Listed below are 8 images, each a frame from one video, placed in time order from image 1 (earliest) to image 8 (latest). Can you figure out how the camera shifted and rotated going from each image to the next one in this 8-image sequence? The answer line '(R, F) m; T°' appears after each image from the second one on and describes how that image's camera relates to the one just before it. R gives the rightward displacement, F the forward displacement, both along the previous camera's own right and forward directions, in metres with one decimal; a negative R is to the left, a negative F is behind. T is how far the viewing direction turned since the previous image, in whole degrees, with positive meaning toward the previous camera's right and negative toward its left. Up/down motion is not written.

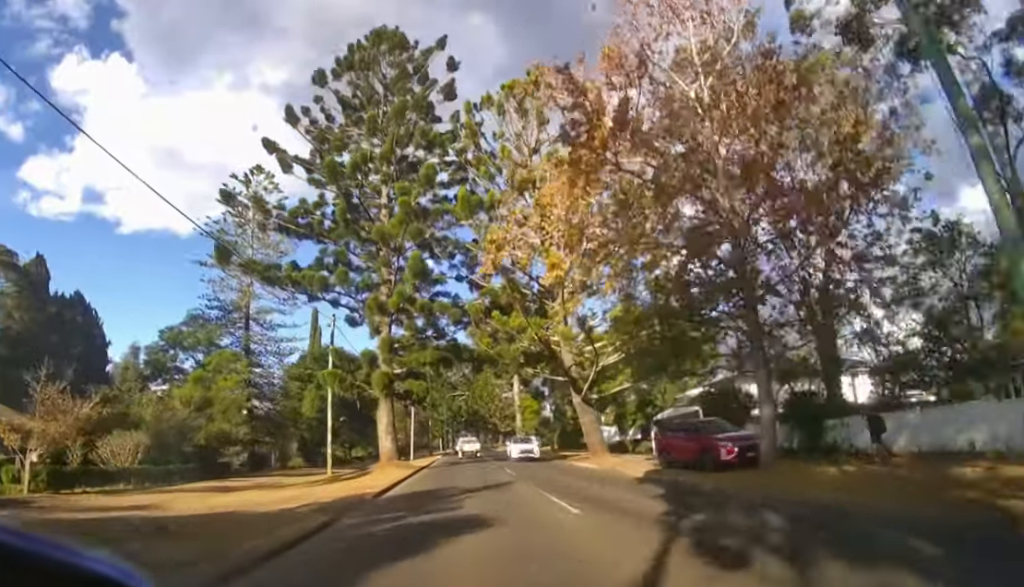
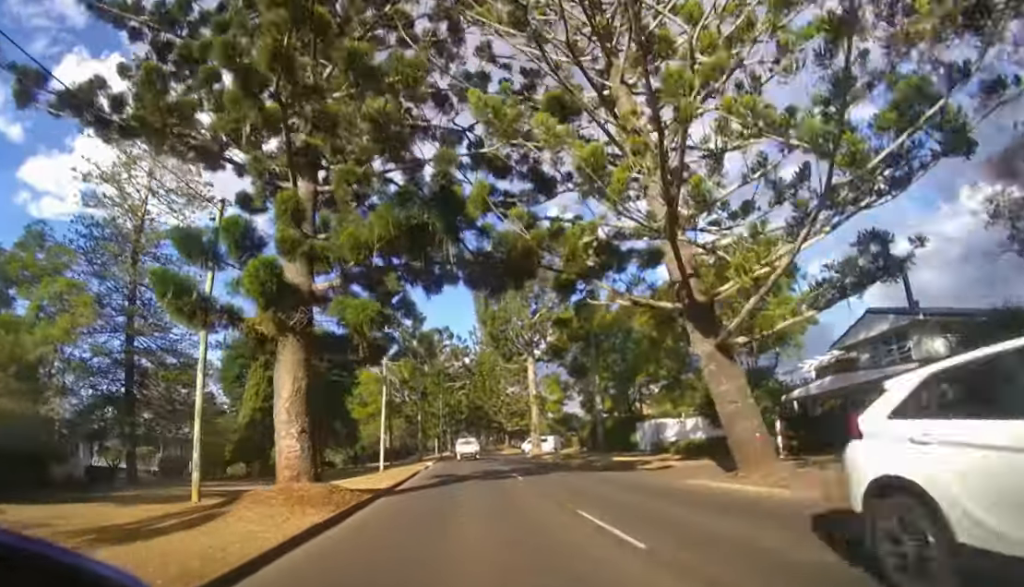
(-0.1, +14.5) m; 0°
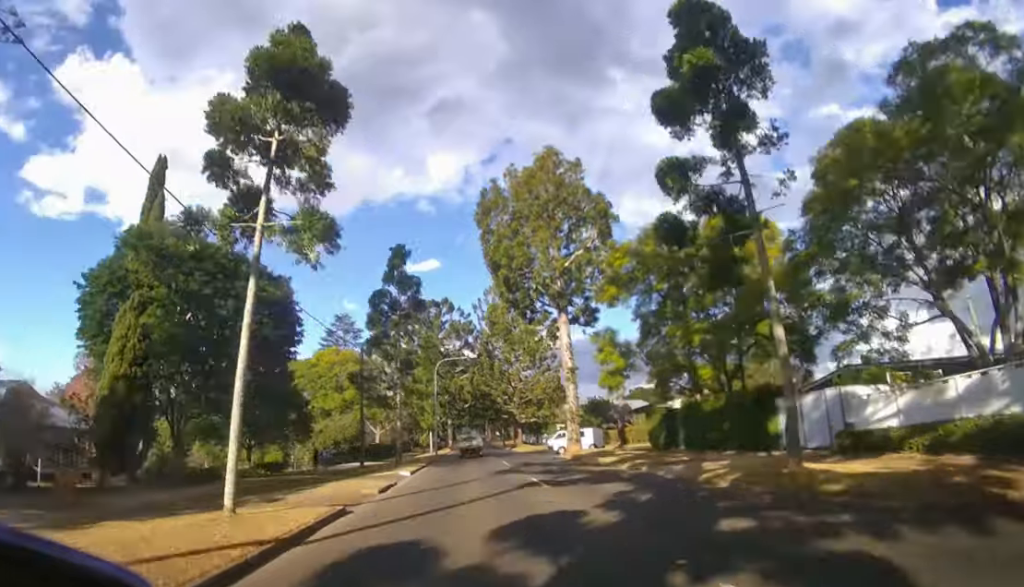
(0.0, +16.8) m; 0°
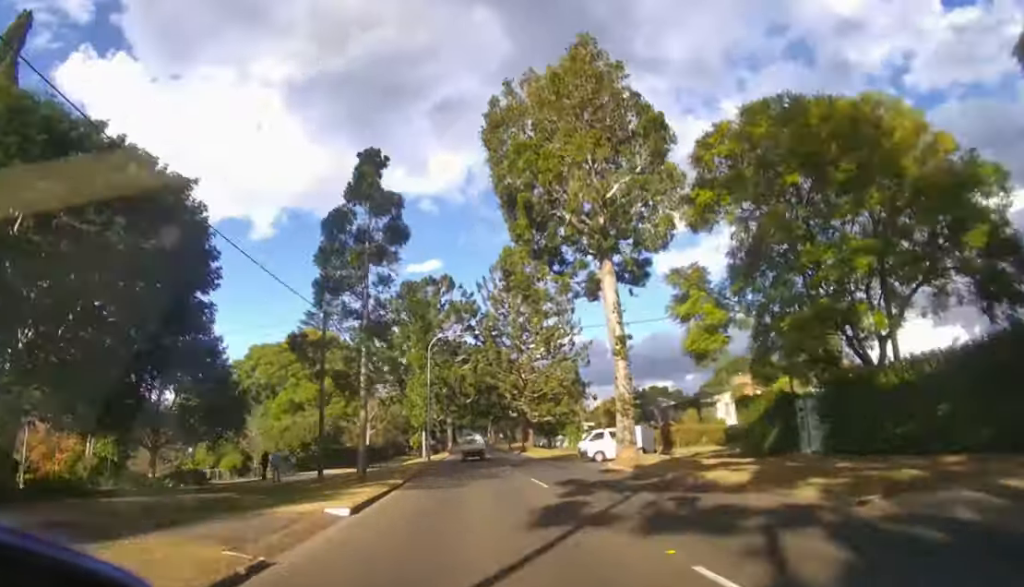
(0.0, +12.1) m; 0°
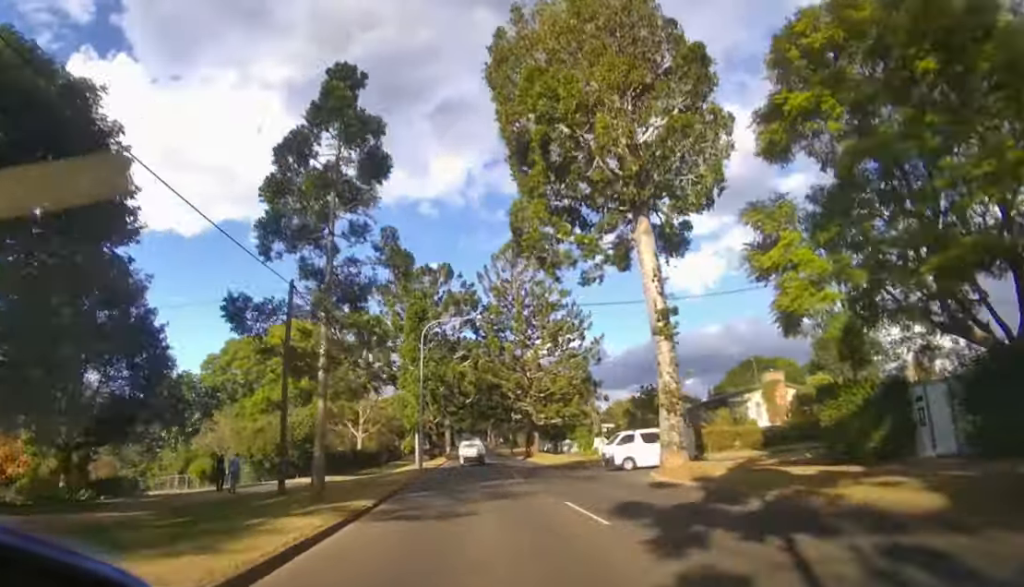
(0.0, +5.9) m; 0°
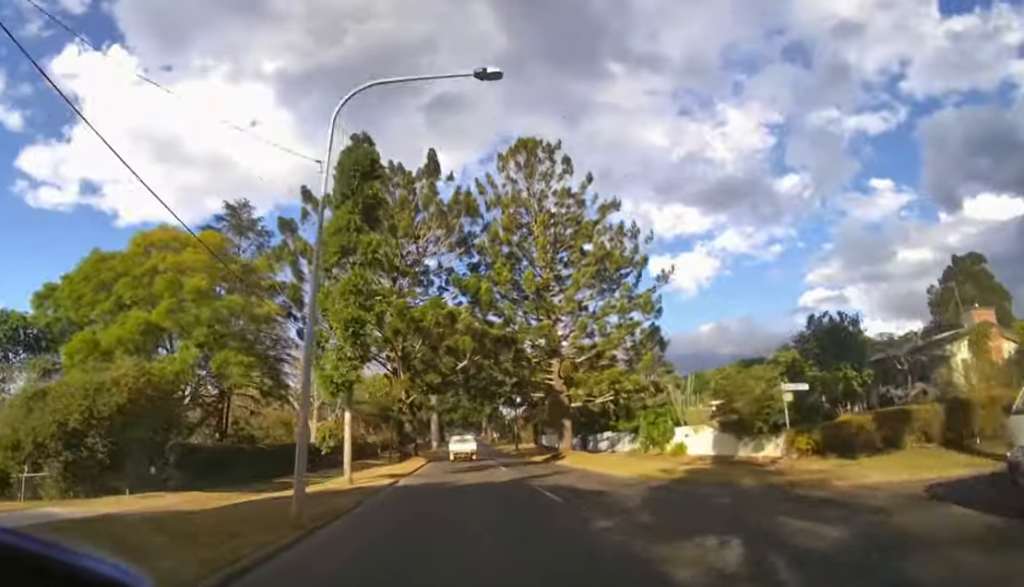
(+0.3, +22.6) m; +1°
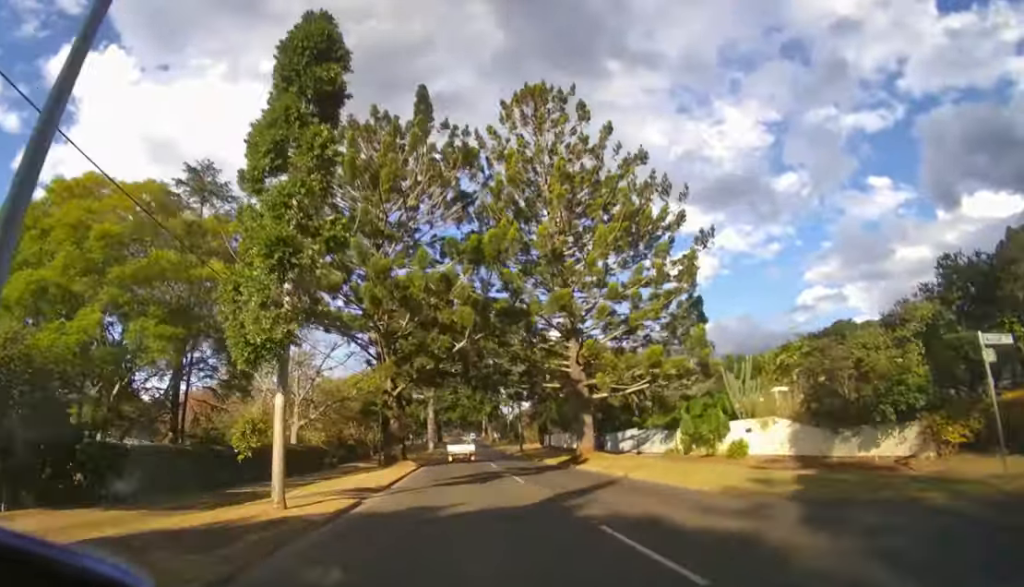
(0.0, +7.0) m; 0°
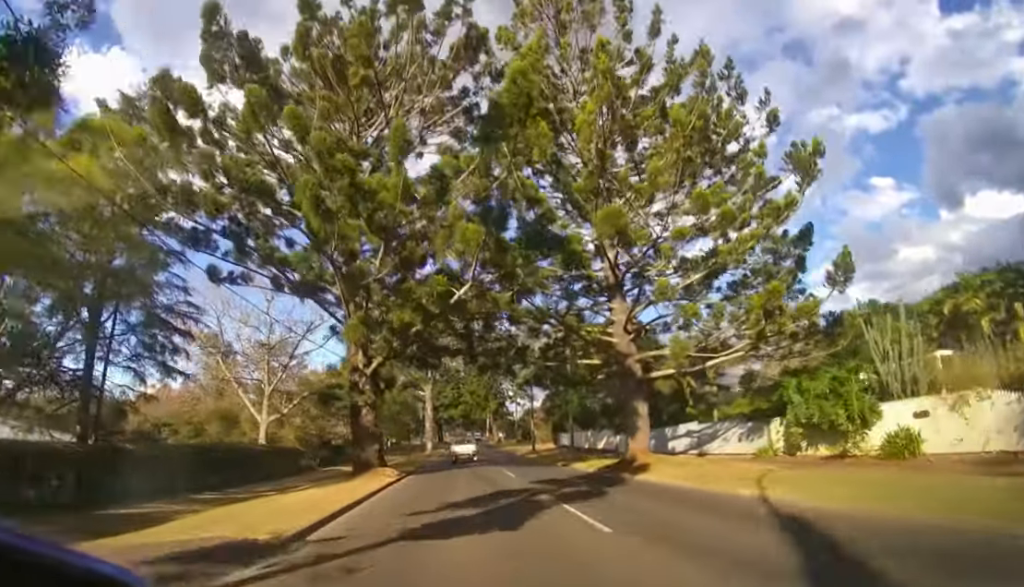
(0.0, +8.2) m; 0°
